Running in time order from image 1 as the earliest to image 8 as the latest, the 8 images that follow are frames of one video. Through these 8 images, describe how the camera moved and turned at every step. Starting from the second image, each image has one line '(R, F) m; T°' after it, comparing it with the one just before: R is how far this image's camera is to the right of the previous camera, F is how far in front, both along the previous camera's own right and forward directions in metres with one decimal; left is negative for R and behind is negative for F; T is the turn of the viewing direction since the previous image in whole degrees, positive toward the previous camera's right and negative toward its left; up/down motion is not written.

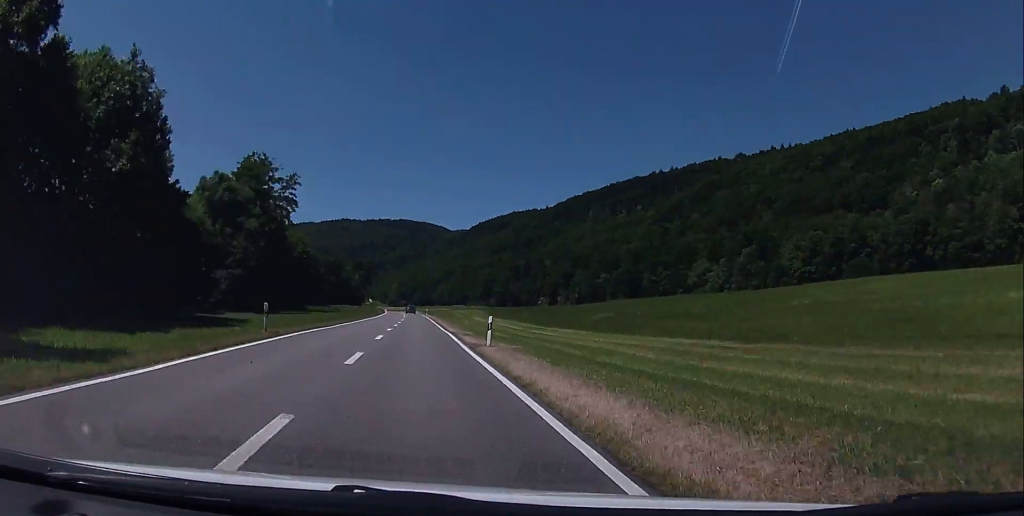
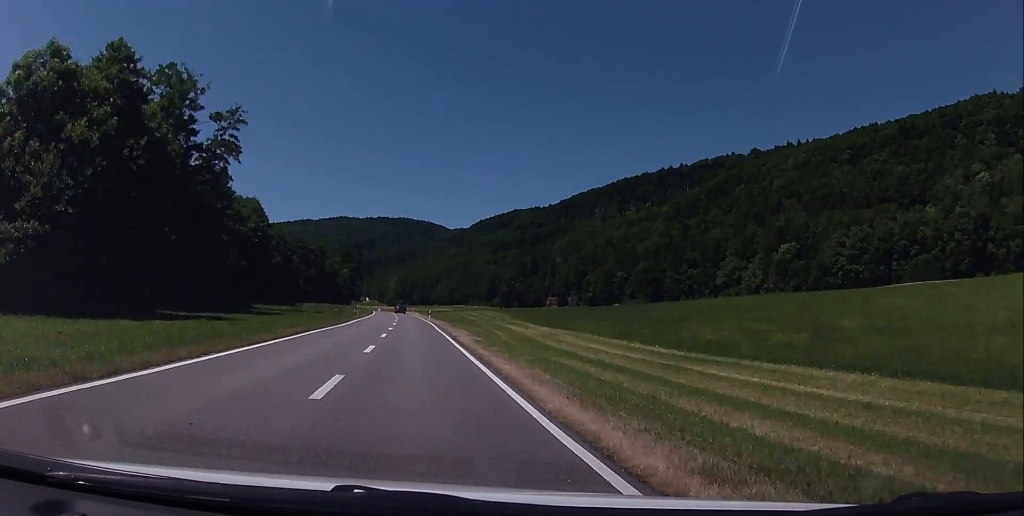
(-0.1, +31.1) m; +1°
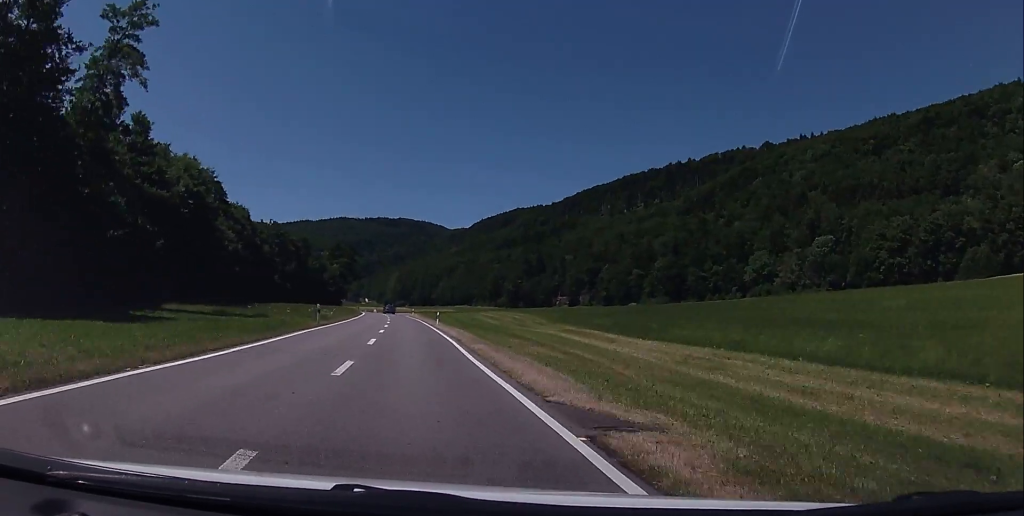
(+0.6, +24.2) m; -1°
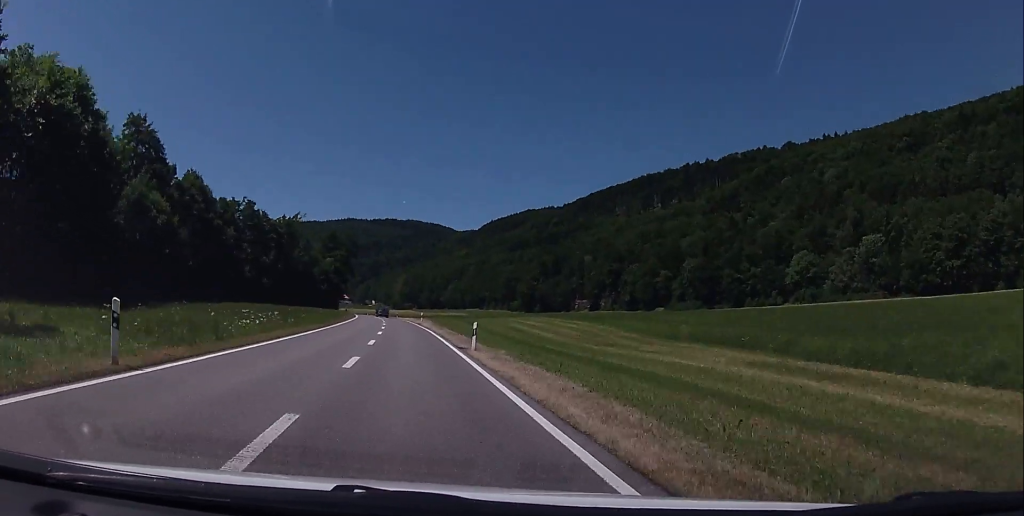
(-0.8, +24.5) m; -2°
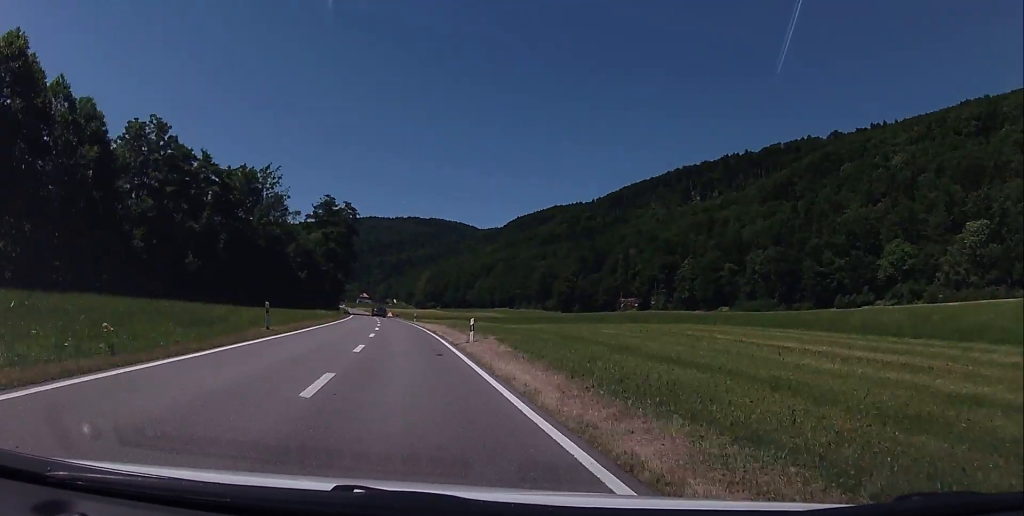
(-0.2, +40.3) m; -1°
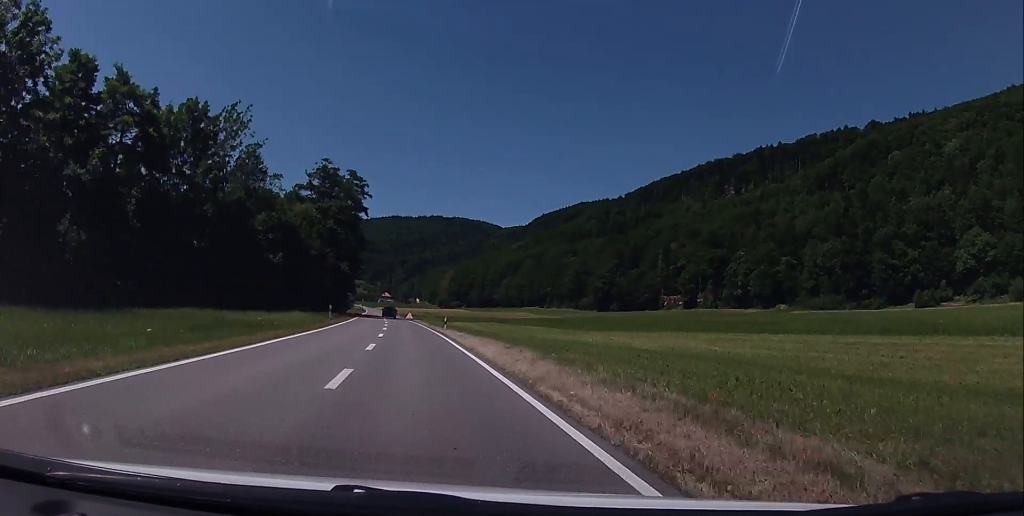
(-0.1, +24.9) m; -1°
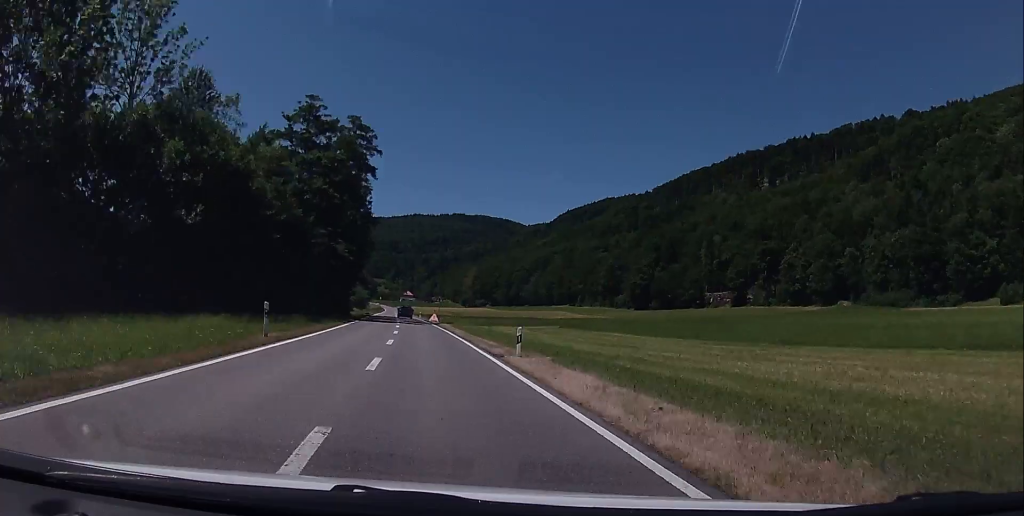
(-0.4, +23.2) m; -2°
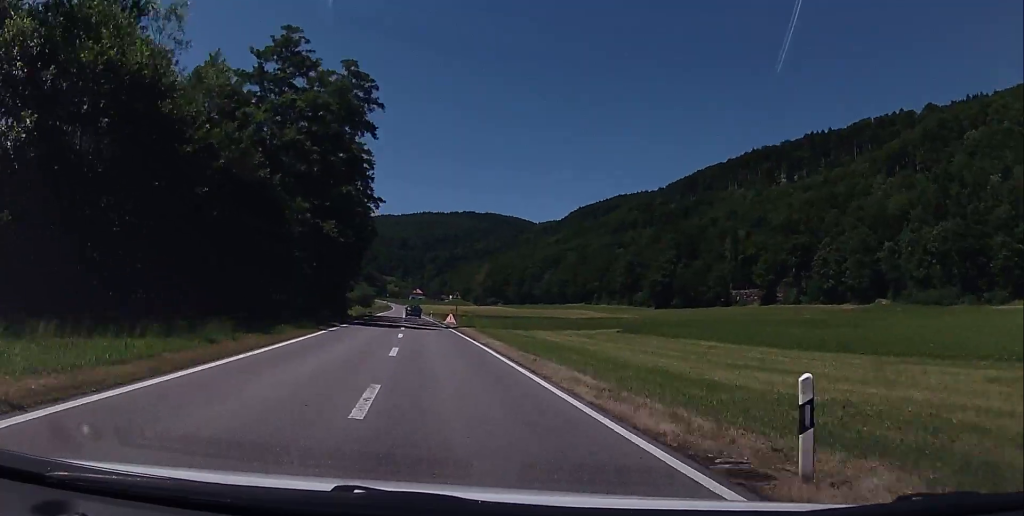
(-0.2, +14.0) m; -1°
